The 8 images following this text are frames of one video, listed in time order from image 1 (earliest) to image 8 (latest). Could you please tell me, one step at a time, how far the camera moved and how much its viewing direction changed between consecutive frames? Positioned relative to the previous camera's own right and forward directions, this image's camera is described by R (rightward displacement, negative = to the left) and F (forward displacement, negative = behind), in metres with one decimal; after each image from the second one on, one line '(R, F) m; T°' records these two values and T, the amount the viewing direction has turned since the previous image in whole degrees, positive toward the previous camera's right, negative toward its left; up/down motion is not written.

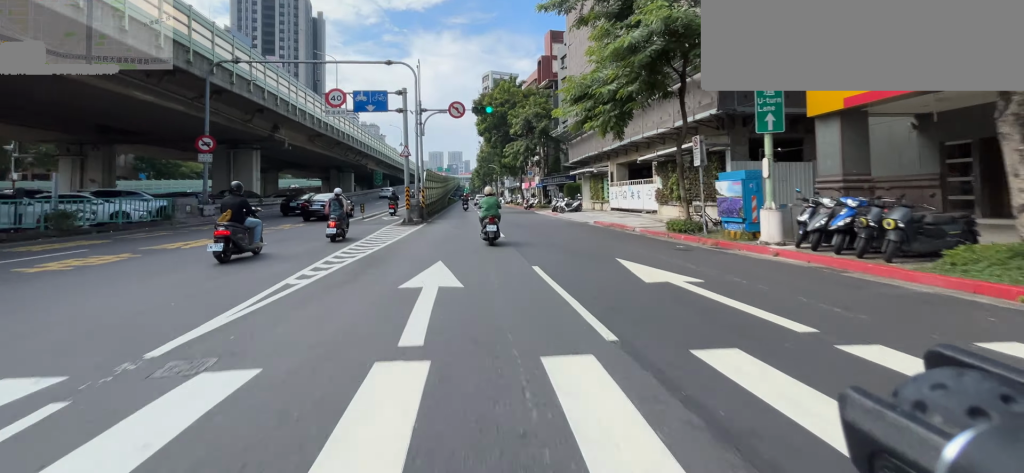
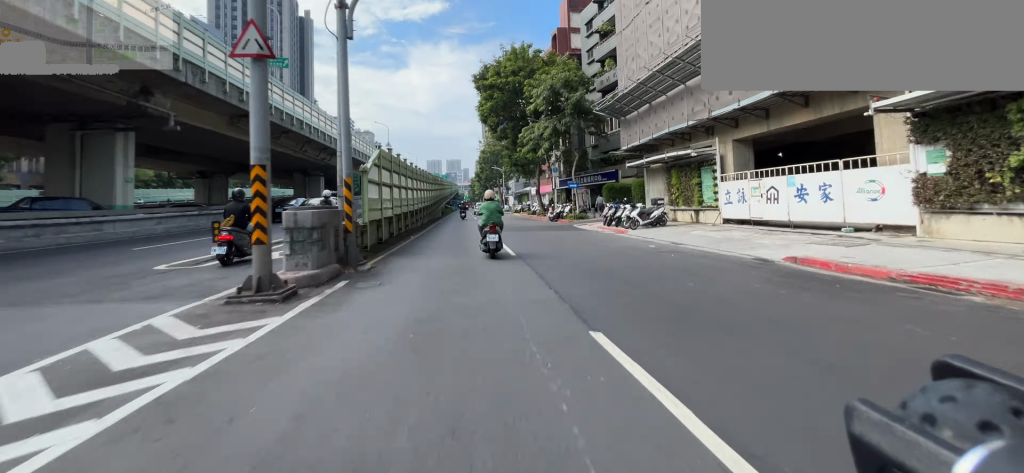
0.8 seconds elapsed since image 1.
(0.0, +16.8) m; -1°
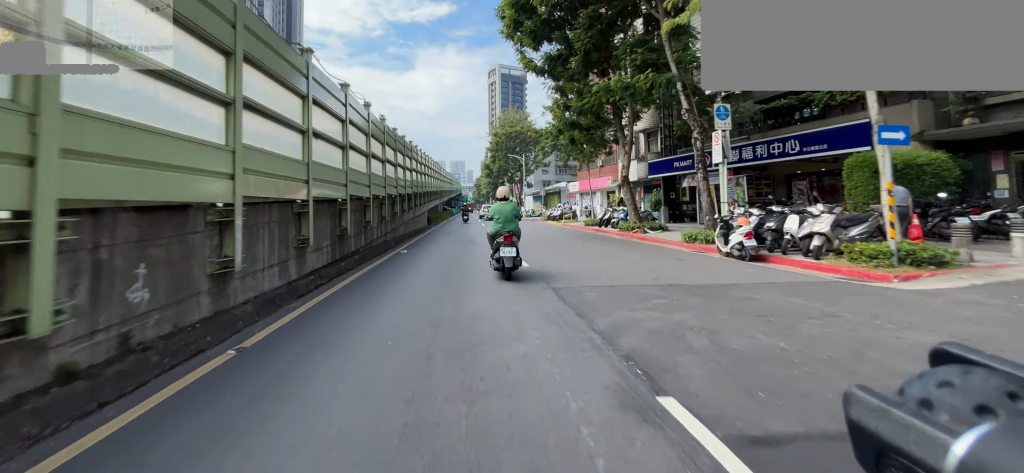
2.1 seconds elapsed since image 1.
(-0.4, +24.6) m; -2°
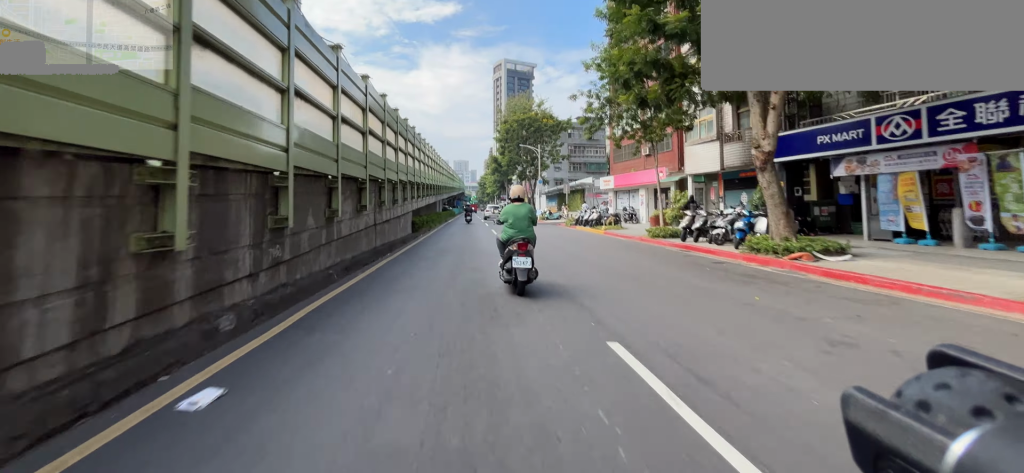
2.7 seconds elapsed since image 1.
(-0.1, +8.7) m; 0°
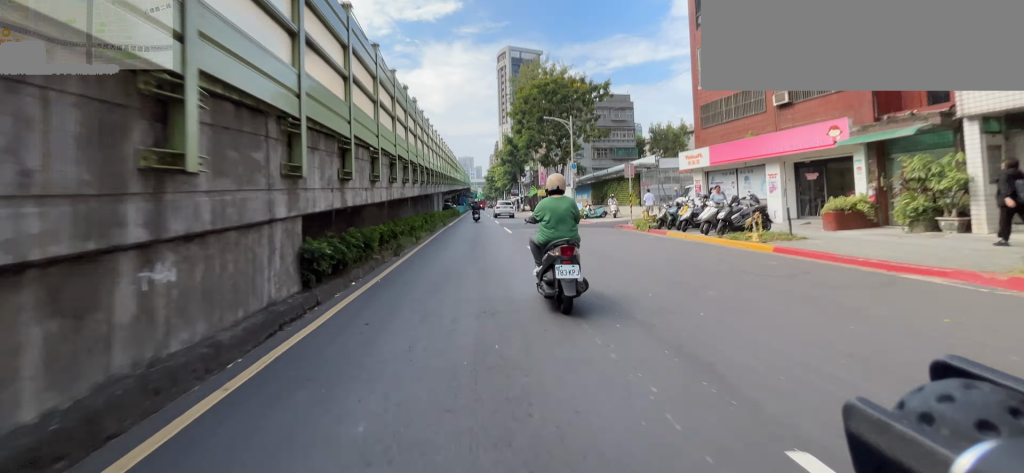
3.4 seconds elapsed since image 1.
(0.0, +11.4) m; 0°
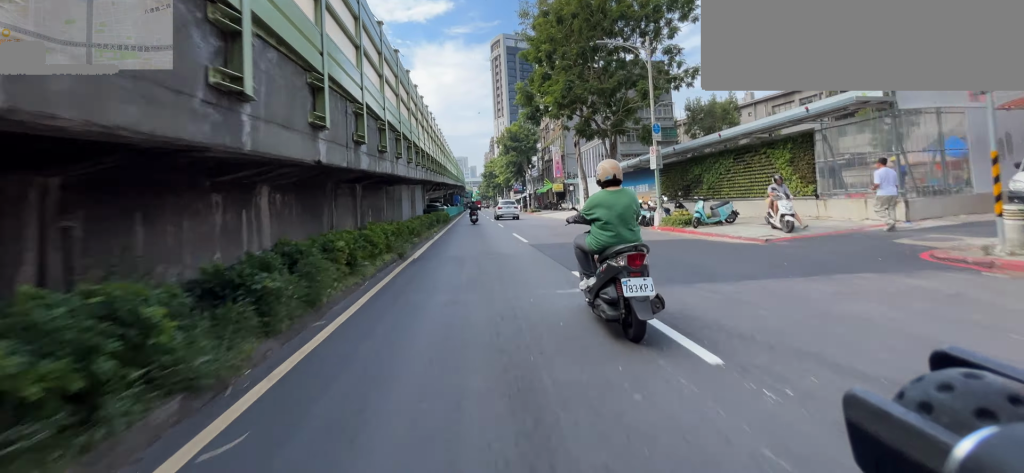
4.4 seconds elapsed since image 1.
(0.0, +13.5) m; 0°
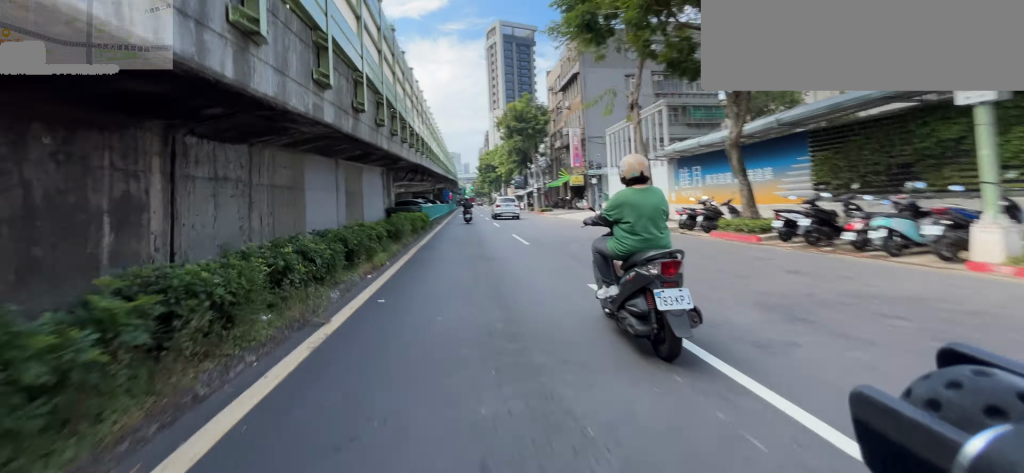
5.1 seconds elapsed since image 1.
(+0.1, +9.8) m; 0°
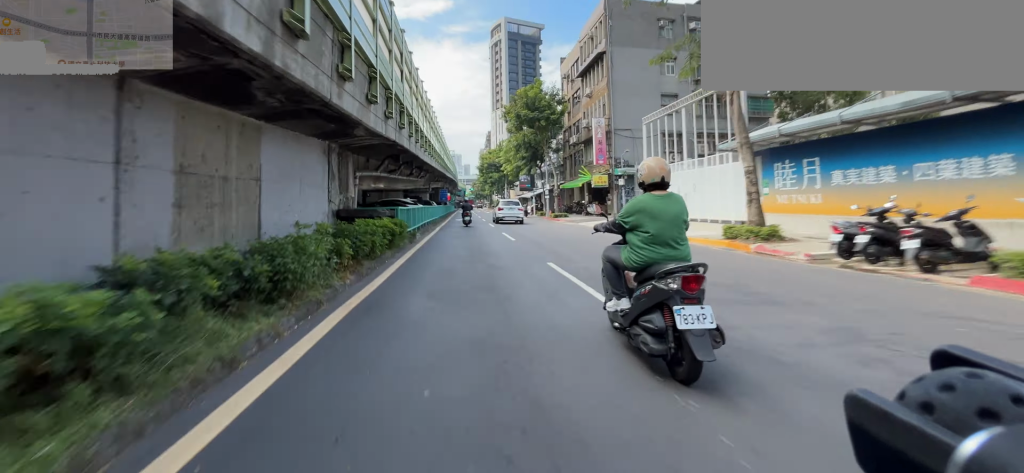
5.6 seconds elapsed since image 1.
(0.0, +6.1) m; 0°
